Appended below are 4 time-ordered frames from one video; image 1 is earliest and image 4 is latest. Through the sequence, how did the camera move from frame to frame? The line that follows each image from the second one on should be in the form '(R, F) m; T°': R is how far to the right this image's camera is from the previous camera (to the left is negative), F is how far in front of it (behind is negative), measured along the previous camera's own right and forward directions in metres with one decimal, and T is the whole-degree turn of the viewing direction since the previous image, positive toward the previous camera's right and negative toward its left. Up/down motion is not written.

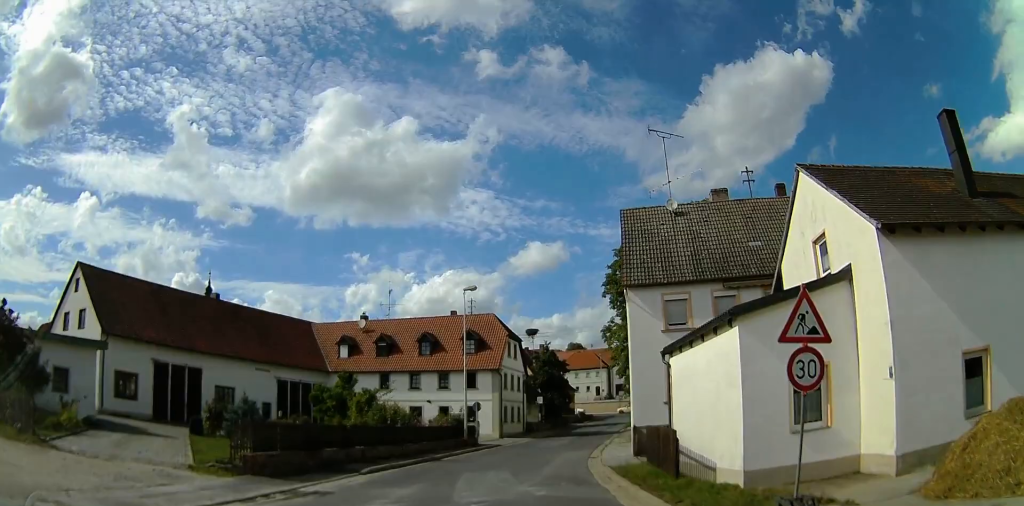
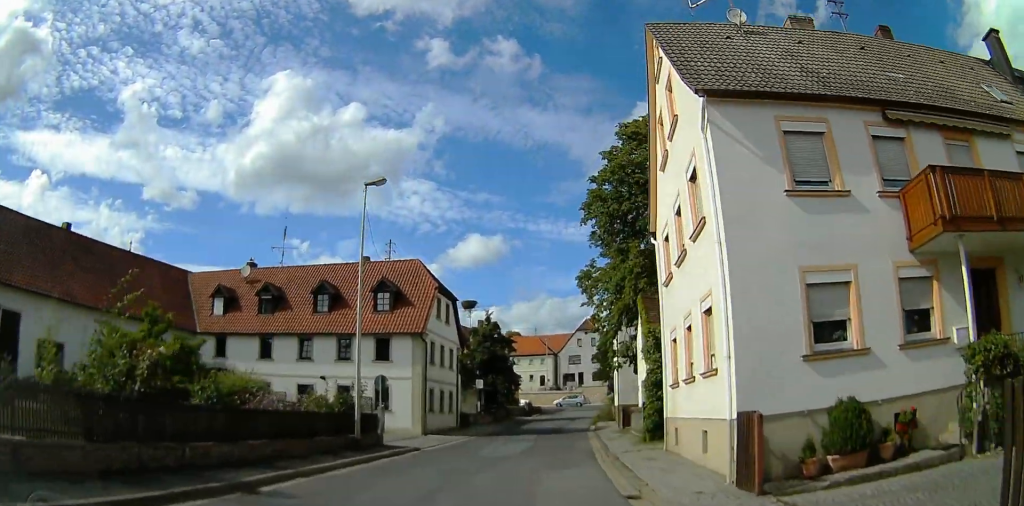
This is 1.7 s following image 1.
(+1.0, +15.0) m; +12°
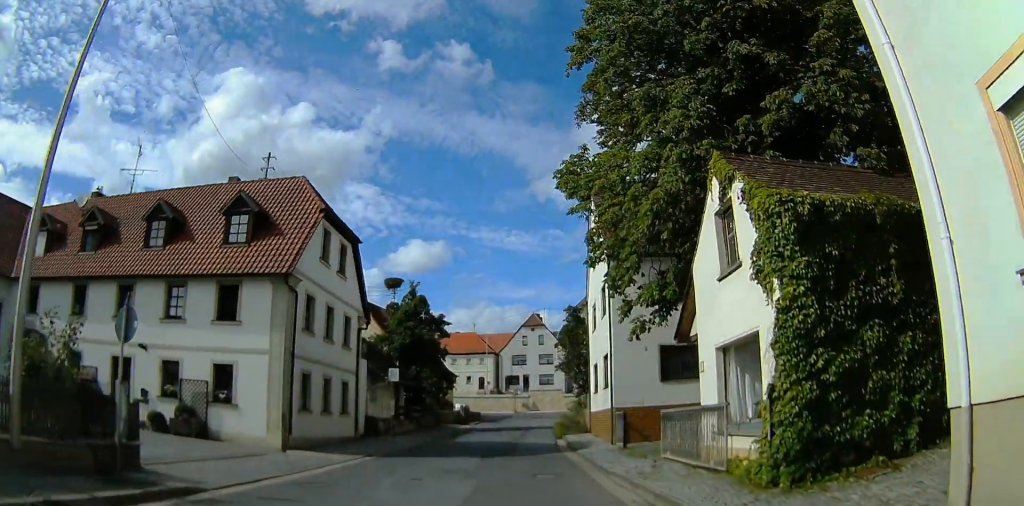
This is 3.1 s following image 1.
(+1.2, +13.8) m; +5°
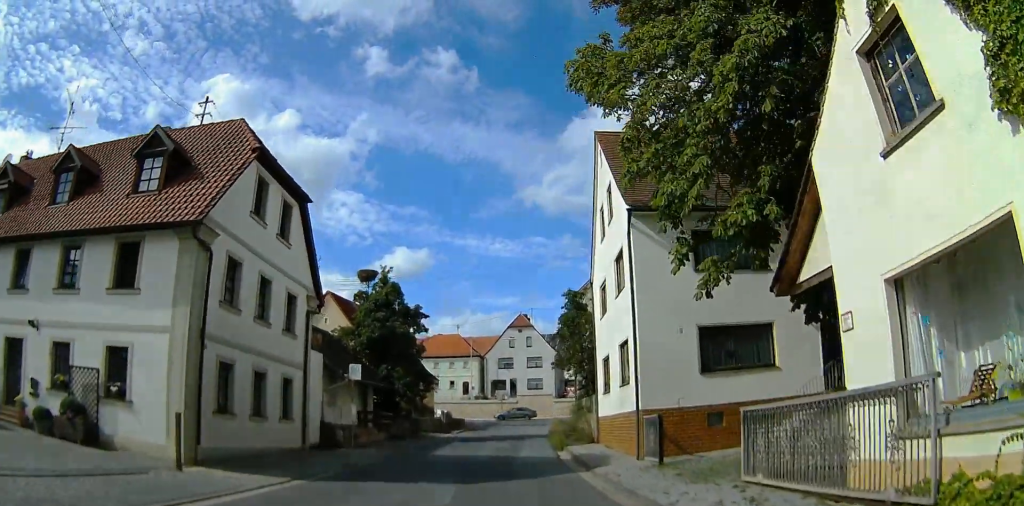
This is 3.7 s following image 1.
(0.0, +5.7) m; 0°
